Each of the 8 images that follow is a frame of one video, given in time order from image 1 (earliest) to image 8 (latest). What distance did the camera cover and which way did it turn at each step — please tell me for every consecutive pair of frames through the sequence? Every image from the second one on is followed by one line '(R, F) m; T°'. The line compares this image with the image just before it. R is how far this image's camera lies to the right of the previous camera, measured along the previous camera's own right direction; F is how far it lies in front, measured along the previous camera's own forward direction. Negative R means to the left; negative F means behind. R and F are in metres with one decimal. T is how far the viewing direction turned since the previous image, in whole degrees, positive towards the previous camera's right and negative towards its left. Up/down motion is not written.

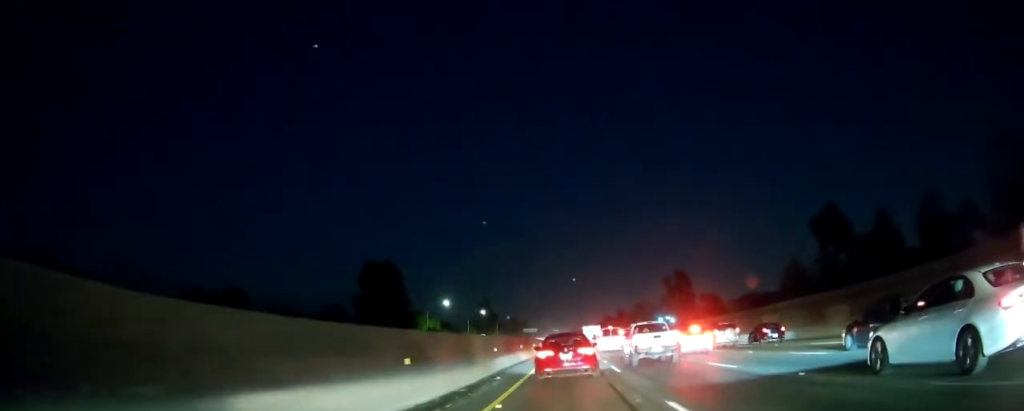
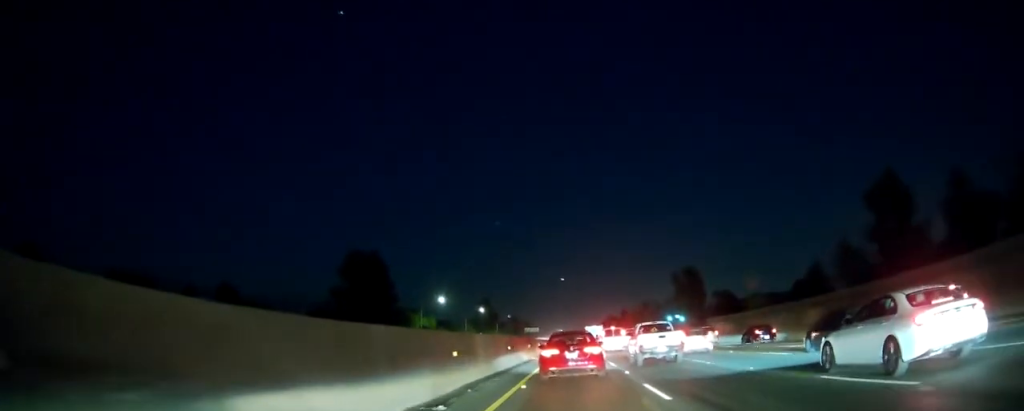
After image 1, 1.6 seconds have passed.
(0.0, +11.5) m; 0°
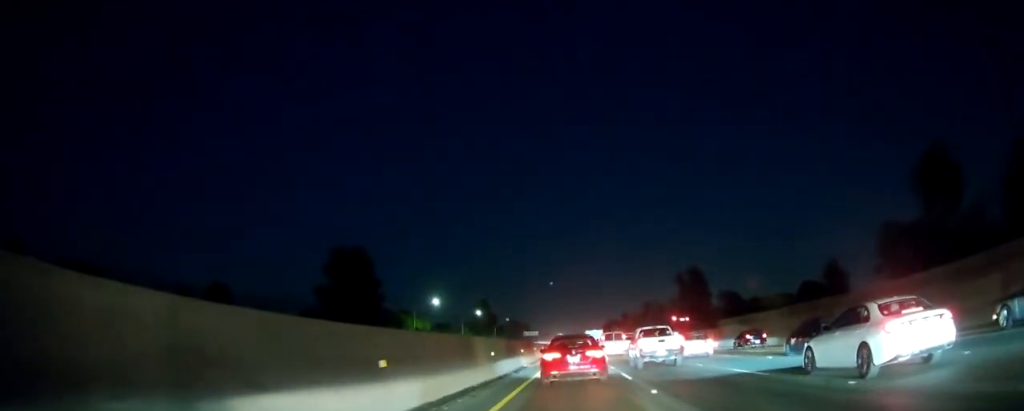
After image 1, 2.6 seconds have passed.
(0.0, +7.0) m; 0°
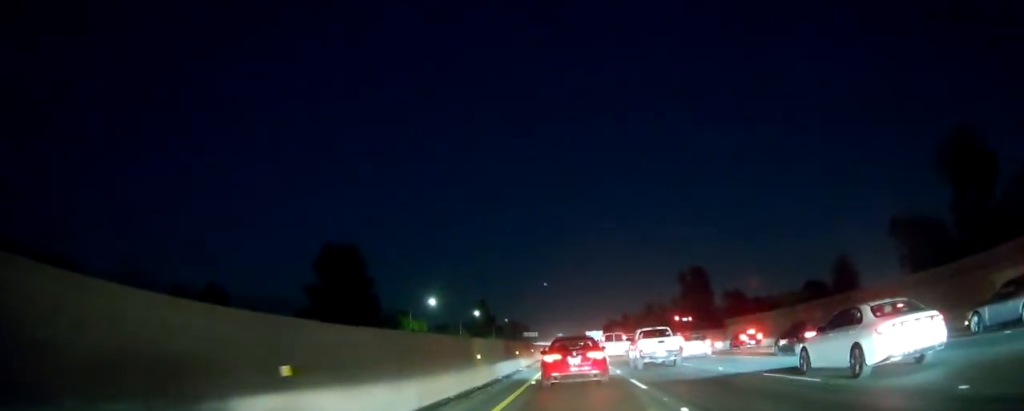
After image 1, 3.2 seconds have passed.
(0.0, +3.8) m; 0°
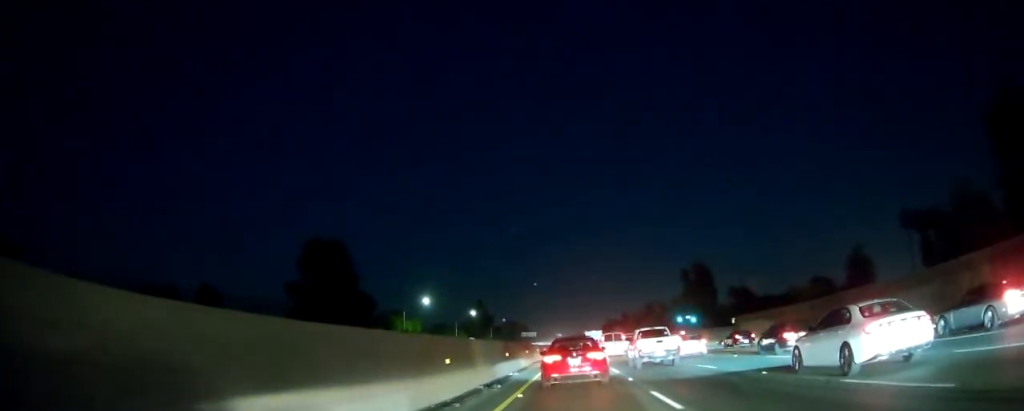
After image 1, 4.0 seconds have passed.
(0.0, +5.4) m; 0°
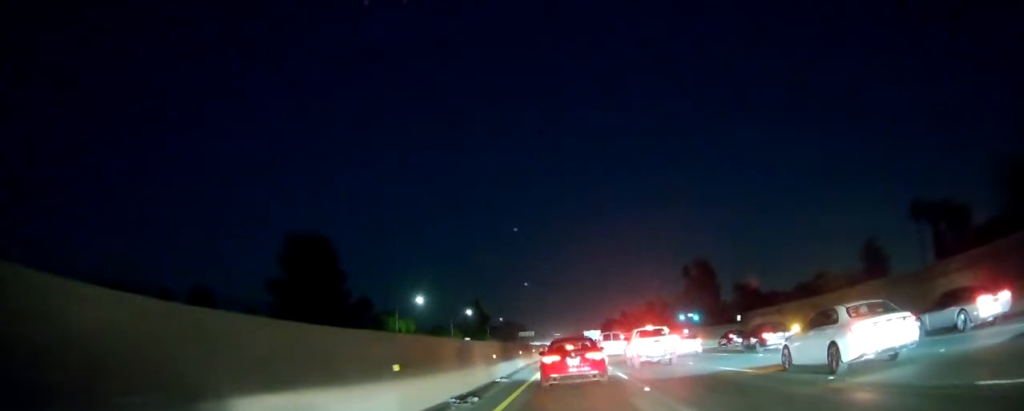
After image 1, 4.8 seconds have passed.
(0.0, +4.9) m; 0°
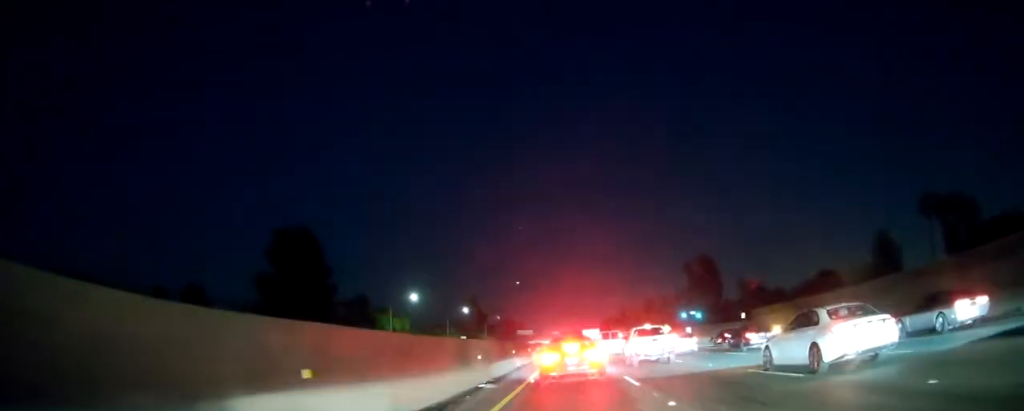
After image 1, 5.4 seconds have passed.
(0.0, +3.9) m; 0°
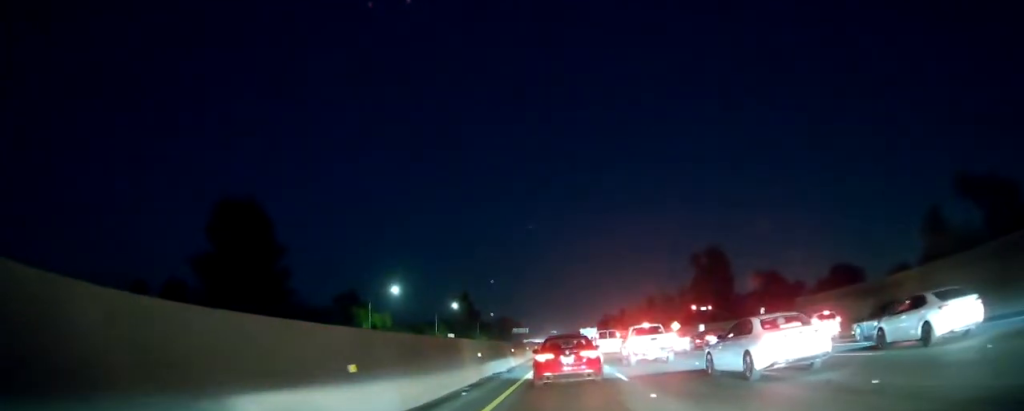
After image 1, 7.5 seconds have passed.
(0.0, +12.6) m; 0°
